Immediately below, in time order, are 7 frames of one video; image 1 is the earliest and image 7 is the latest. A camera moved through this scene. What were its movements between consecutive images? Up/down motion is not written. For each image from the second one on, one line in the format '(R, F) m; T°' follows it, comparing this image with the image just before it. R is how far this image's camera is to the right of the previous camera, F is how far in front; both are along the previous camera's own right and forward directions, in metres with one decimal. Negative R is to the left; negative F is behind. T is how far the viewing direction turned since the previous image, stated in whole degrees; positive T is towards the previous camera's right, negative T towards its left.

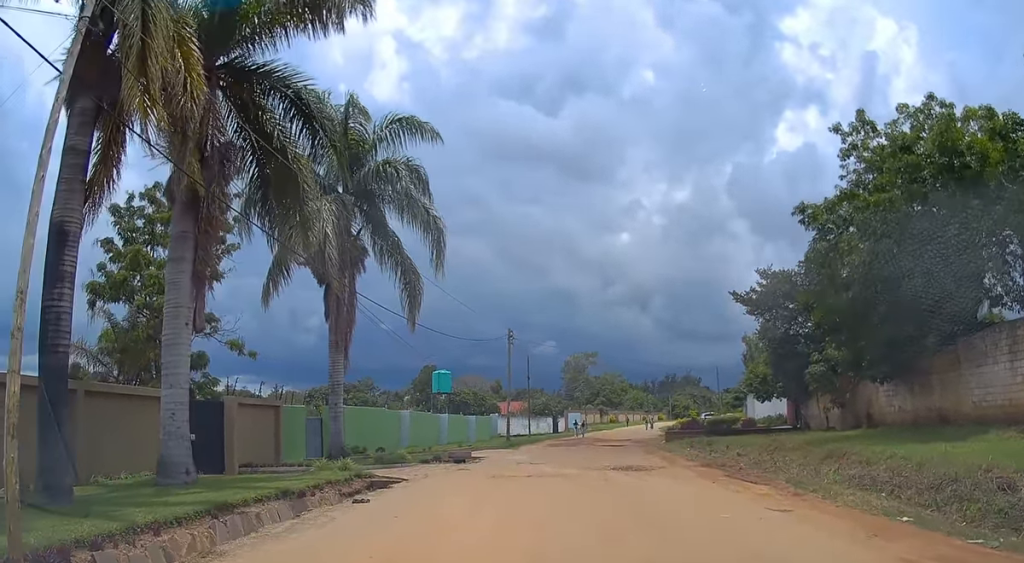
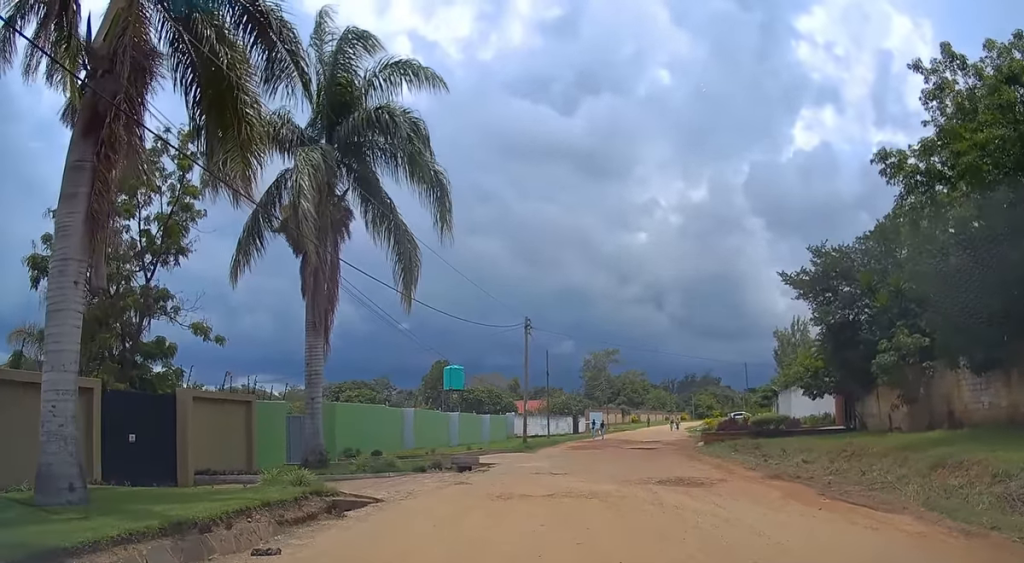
(-0.4, +4.9) m; -4°
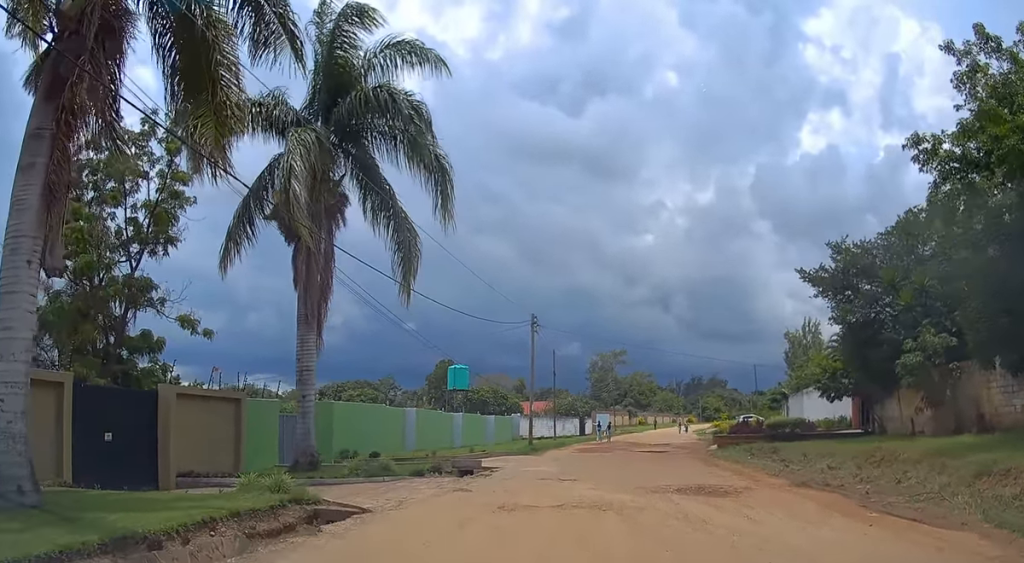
(+0.1, +1.5) m; +2°
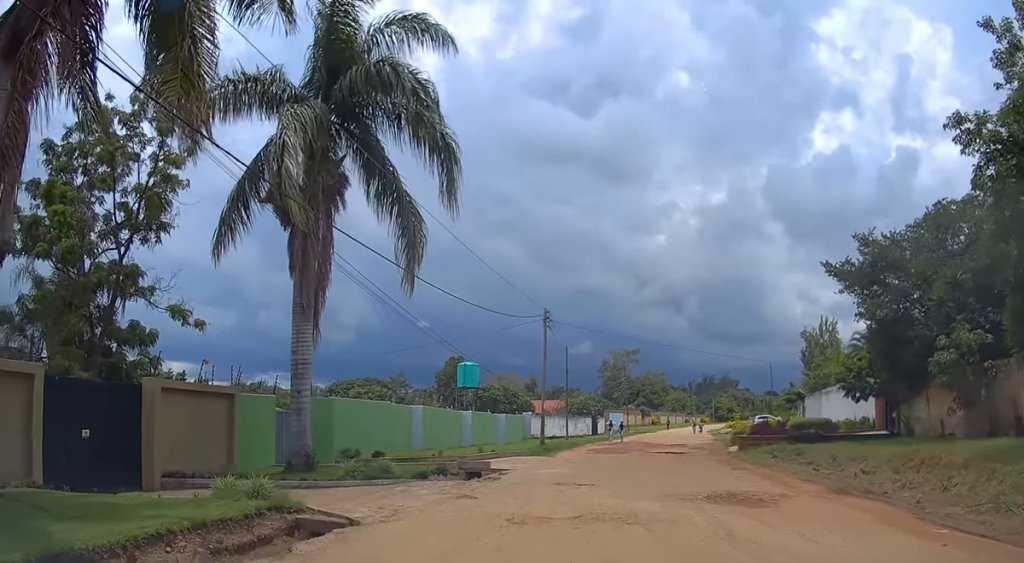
(0.0, +1.5) m; +2°
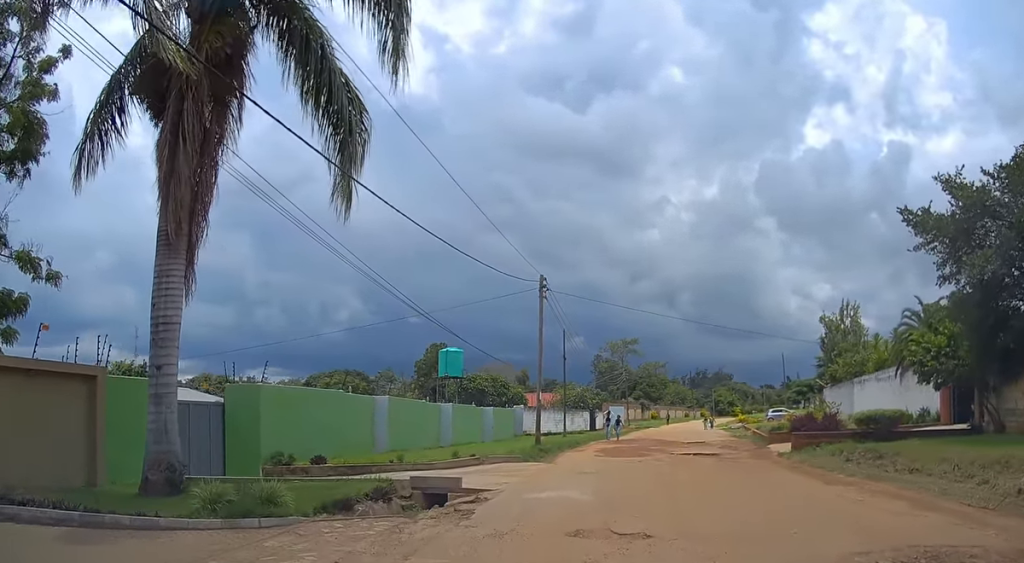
(-0.4, +7.7) m; -2°
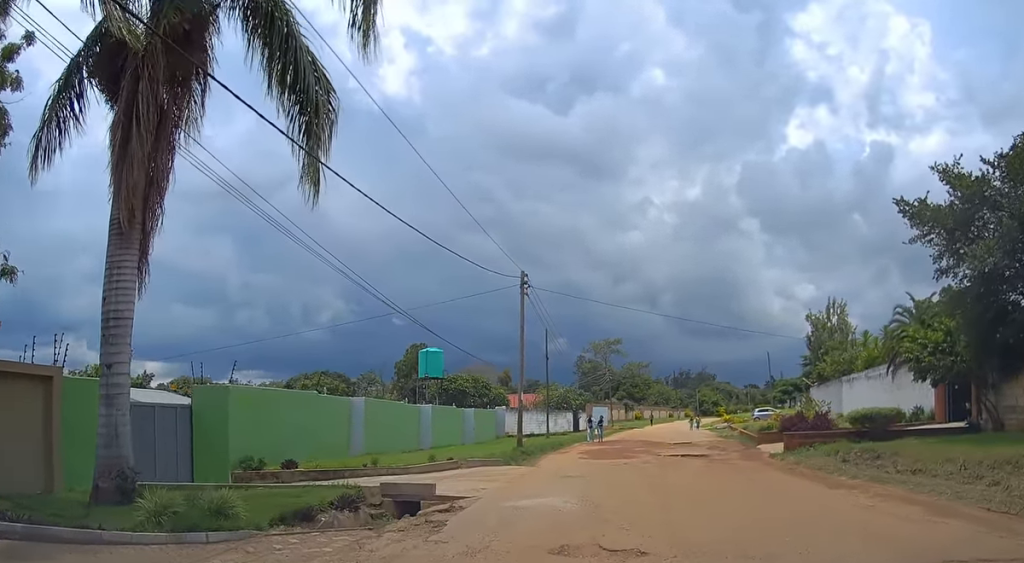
(+0.1, +1.4) m; +3°
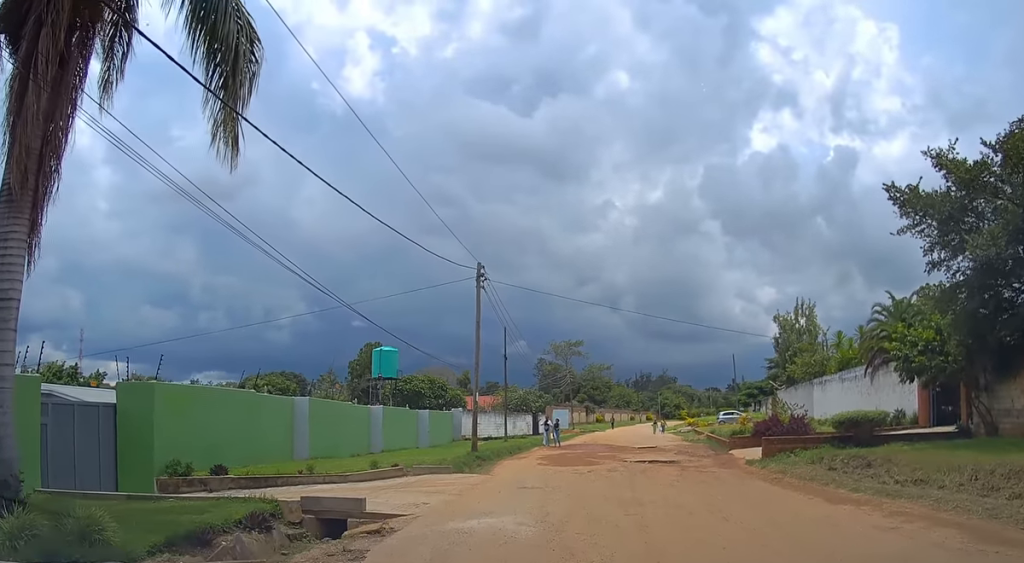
(+0.1, +2.2) m; +3°
